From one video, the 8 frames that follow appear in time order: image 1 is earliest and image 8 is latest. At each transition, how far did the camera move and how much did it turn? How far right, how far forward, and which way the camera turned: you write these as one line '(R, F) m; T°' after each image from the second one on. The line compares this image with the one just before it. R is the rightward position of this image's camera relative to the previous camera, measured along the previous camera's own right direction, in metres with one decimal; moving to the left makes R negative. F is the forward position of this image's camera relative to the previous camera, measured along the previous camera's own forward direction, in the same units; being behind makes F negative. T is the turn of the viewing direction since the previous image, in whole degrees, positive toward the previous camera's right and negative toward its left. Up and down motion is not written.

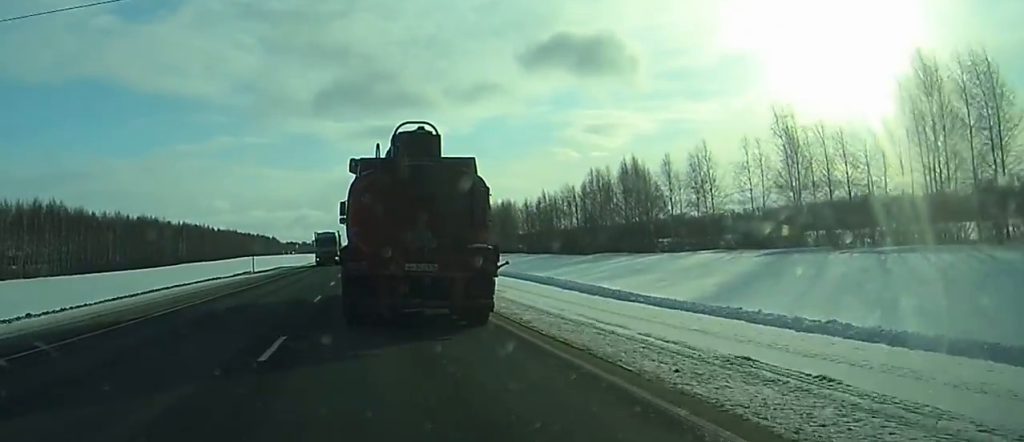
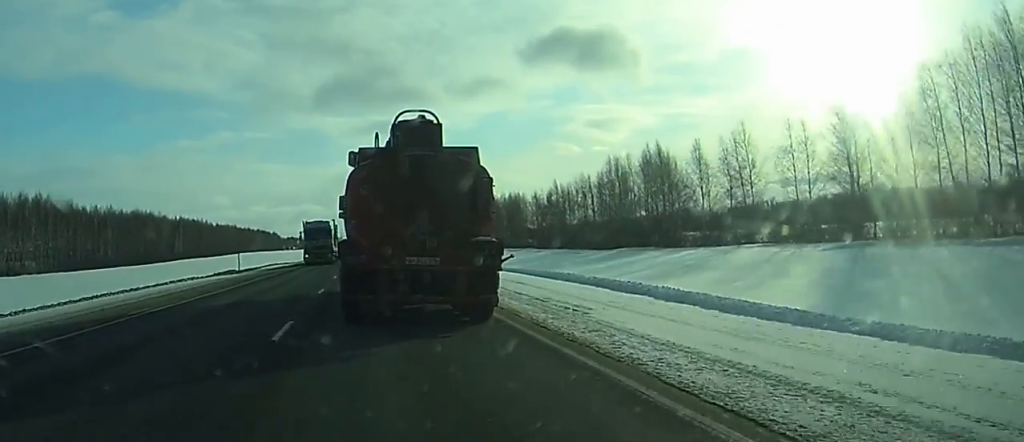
(+0.1, +10.4) m; 0°
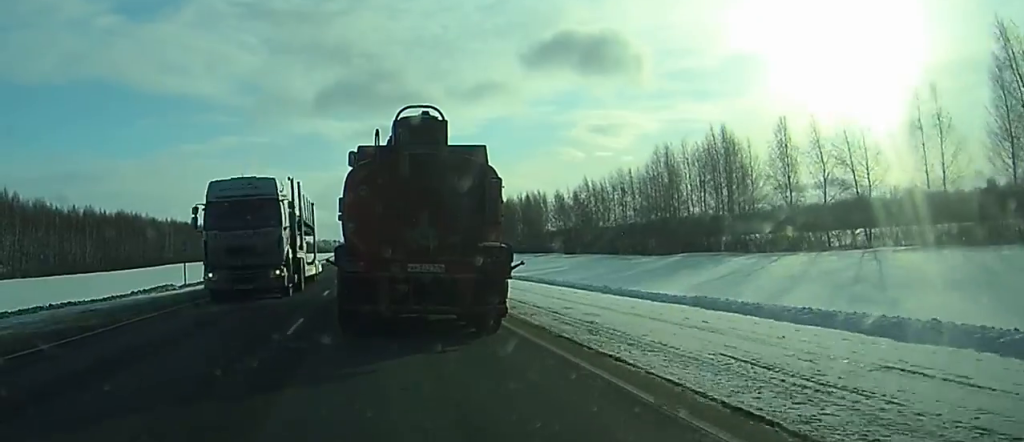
(-0.1, +22.3) m; 0°
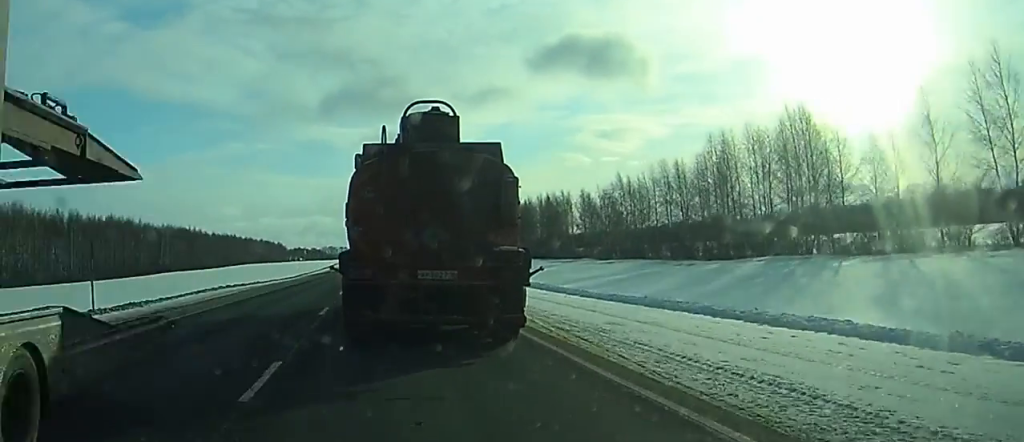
(-0.1, +17.6) m; -1°
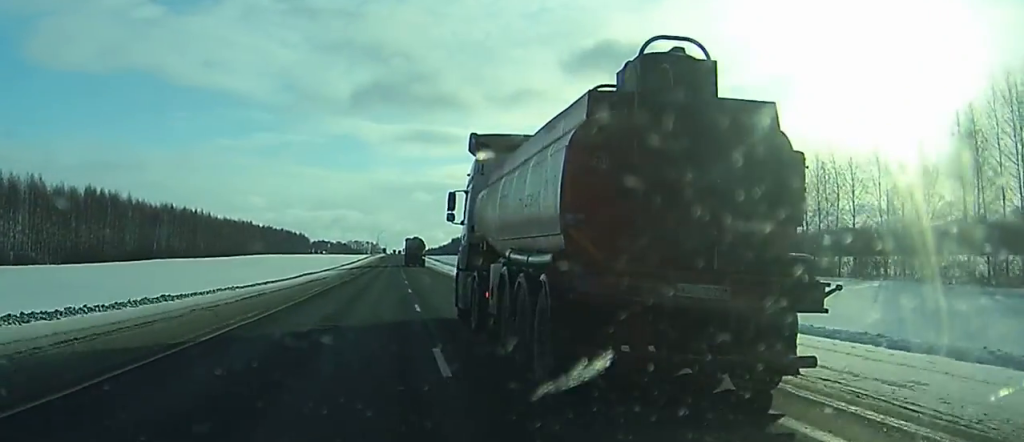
(-0.5, +45.3) m; -1°
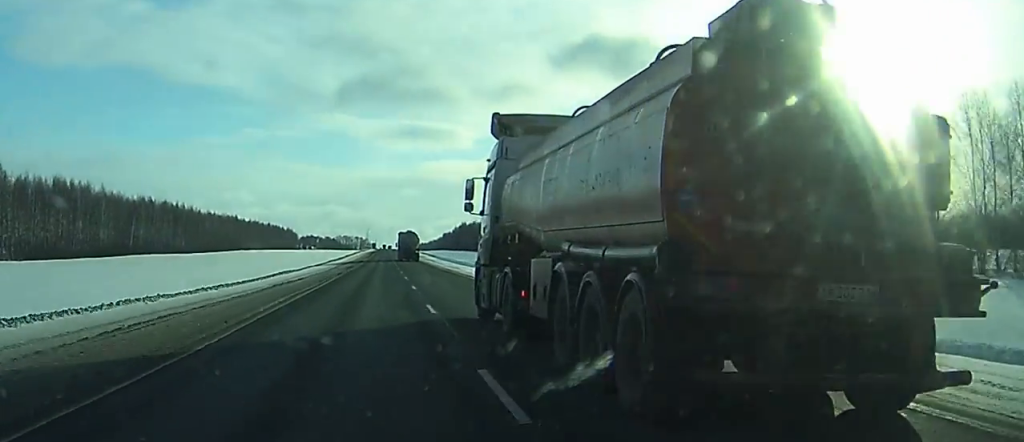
(0.0, +14.6) m; 0°
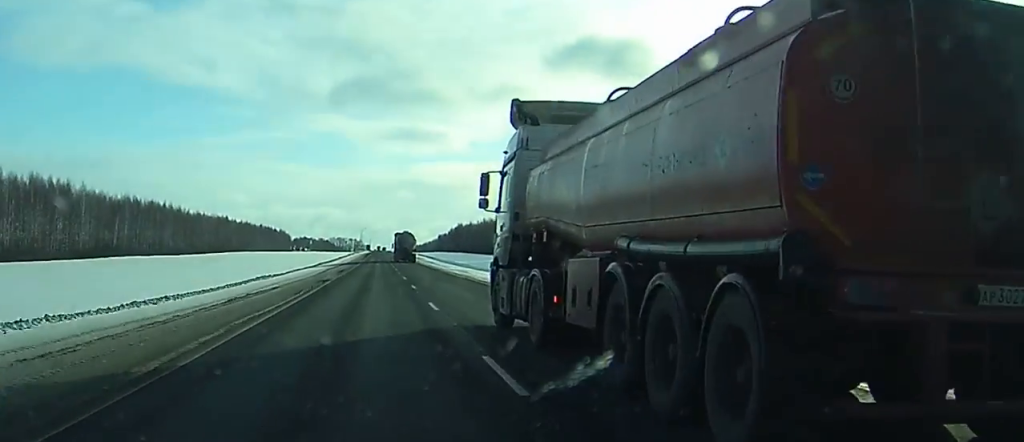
(0.0, +10.4) m; 0°
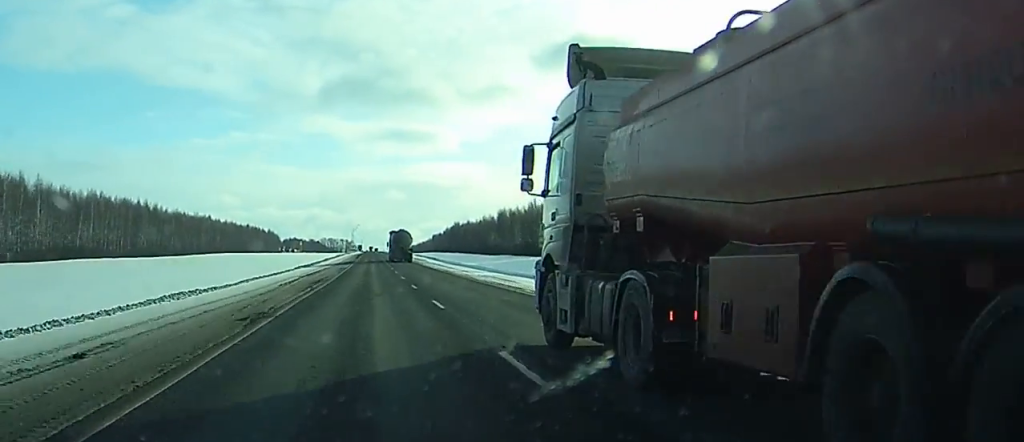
(0.0, +23.1) m; +1°
